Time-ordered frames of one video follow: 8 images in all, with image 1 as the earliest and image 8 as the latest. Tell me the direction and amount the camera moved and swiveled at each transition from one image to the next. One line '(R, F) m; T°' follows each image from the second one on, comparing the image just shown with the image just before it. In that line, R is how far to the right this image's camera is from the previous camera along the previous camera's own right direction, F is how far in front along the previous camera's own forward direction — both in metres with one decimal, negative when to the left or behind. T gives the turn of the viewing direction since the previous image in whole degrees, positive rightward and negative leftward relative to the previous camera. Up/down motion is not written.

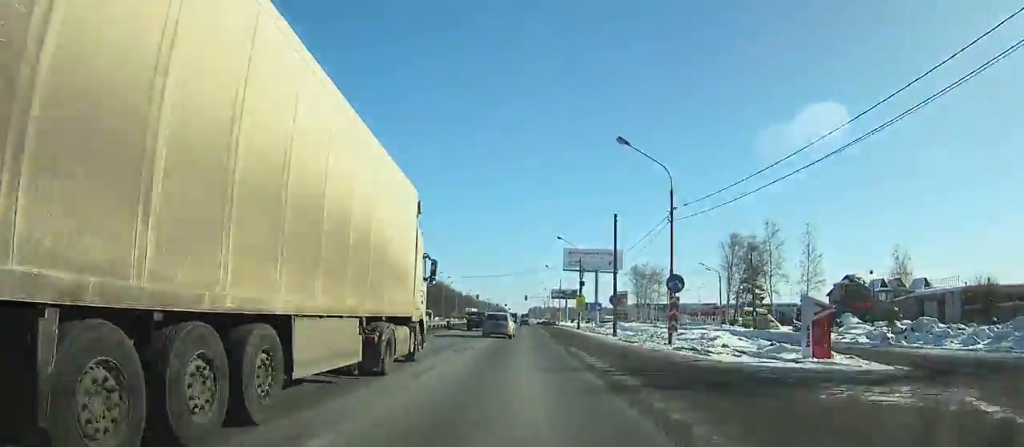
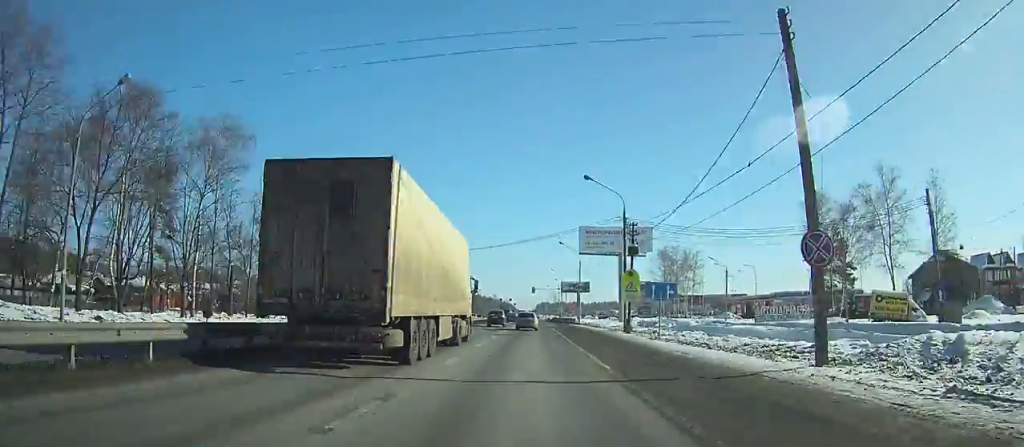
(-0.1, +29.9) m; 0°
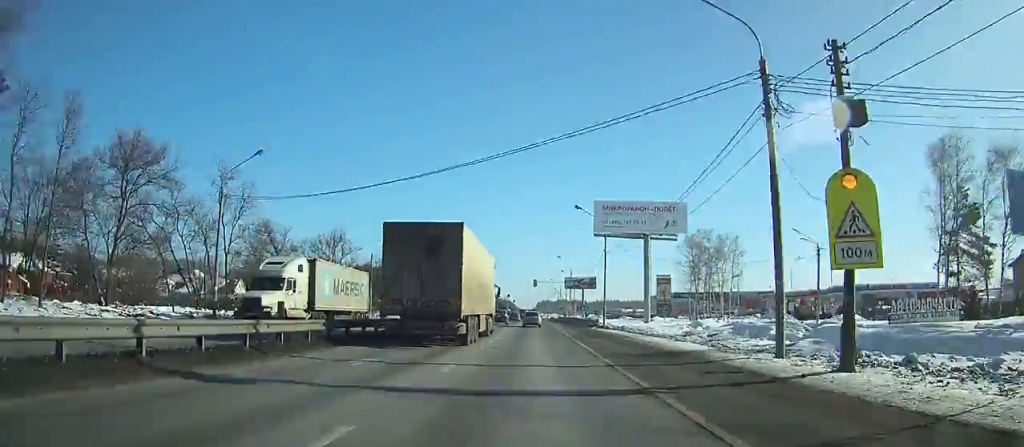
(+0.1, +26.6) m; 0°
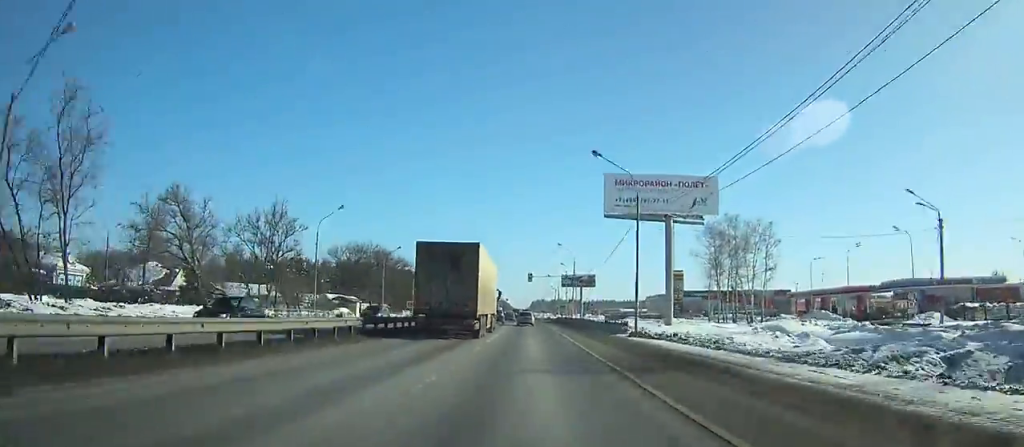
(0.0, +19.6) m; 0°
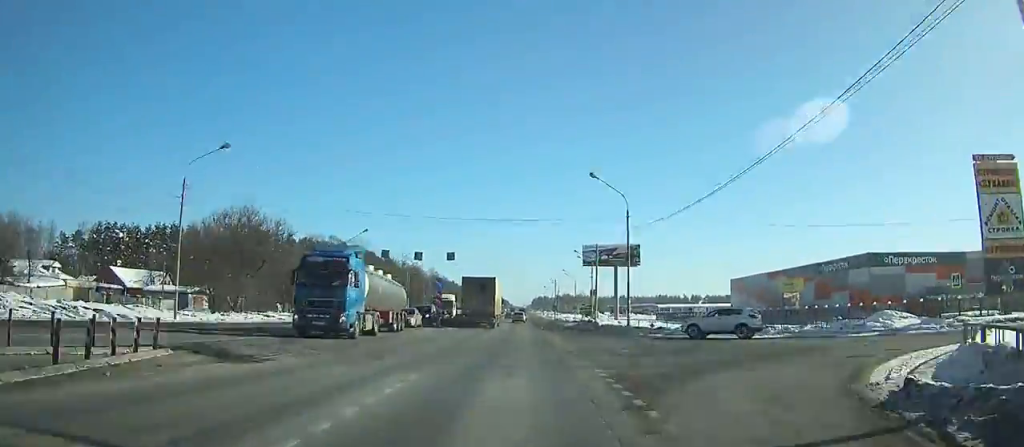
(+1.2, +106.7) m; 0°
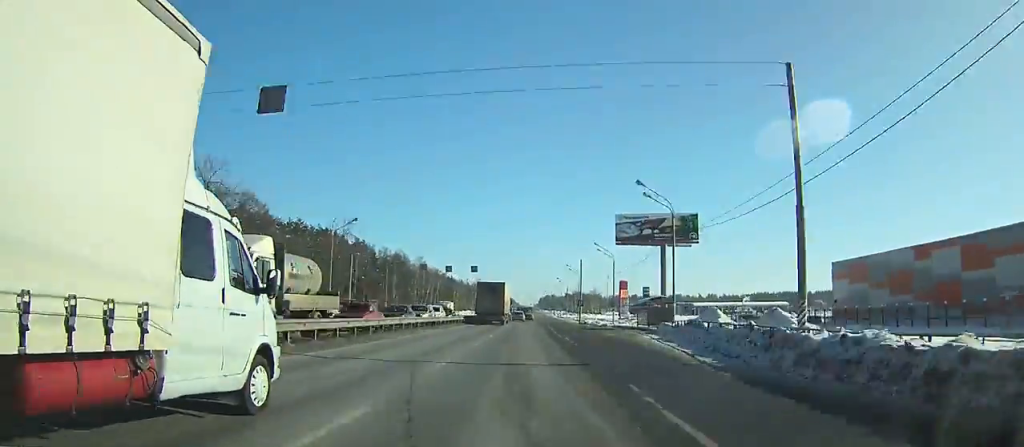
(-0.5, +48.2) m; -1°
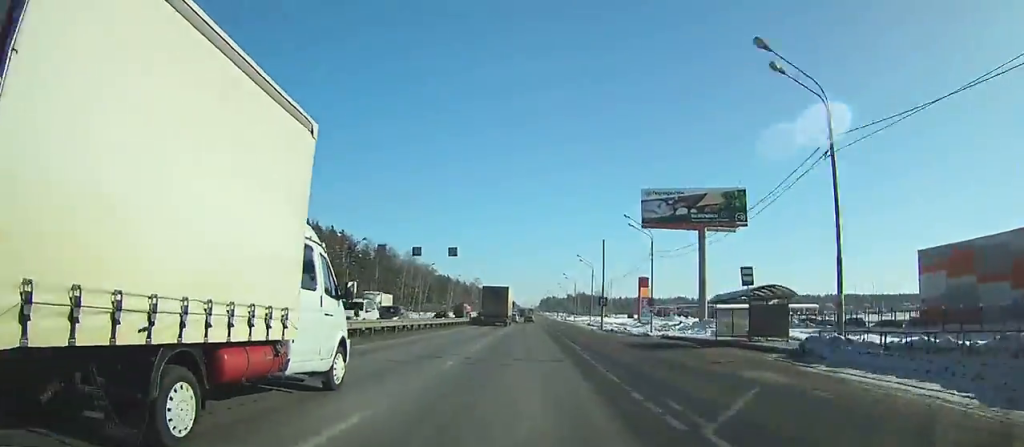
(-0.1, +24.8) m; 0°
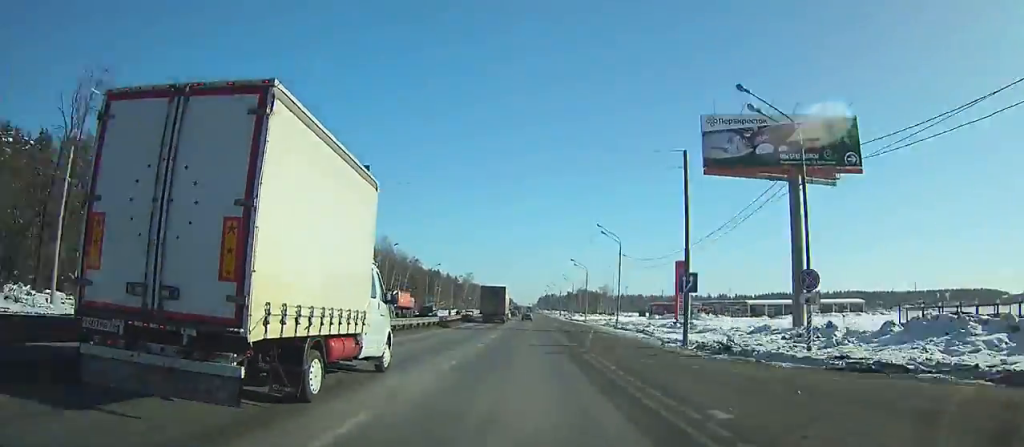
(-0.1, +31.9) m; 0°
